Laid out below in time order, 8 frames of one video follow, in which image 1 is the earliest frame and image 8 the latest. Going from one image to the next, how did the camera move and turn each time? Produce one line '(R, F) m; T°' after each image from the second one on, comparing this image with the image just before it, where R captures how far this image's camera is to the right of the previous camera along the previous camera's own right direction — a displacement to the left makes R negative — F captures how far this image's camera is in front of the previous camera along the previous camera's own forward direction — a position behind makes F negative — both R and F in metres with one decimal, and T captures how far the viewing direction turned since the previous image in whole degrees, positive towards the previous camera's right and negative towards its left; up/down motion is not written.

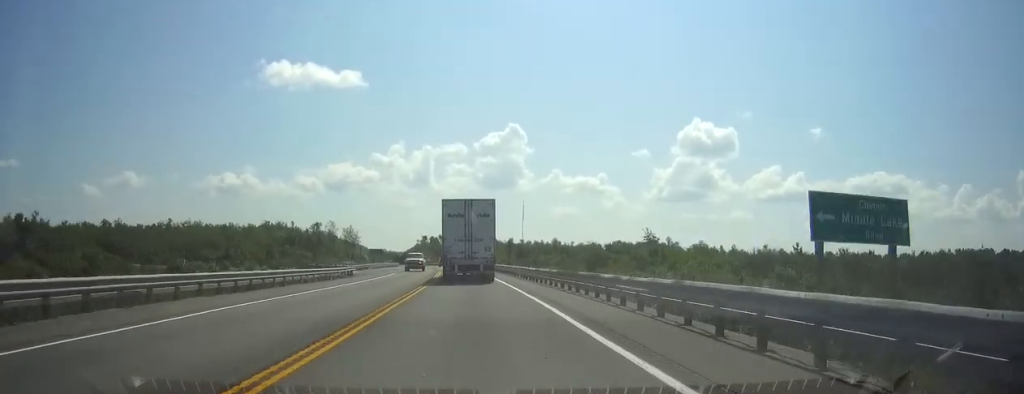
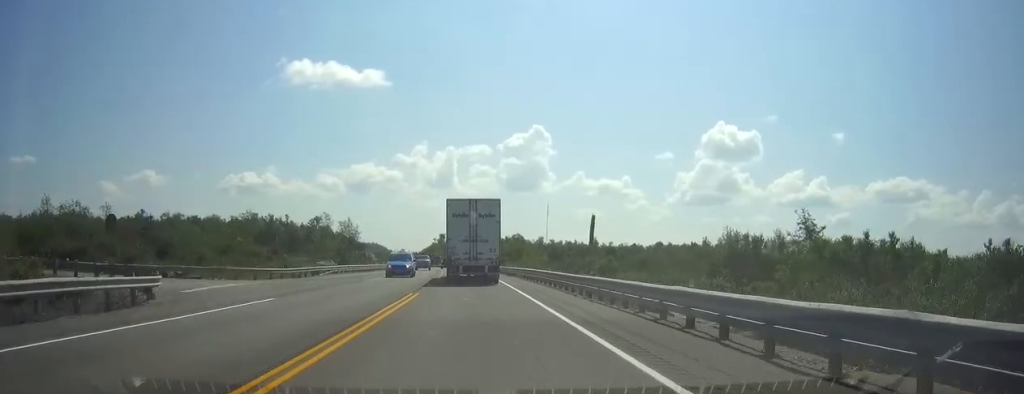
(-0.6, +42.4) m; -2°
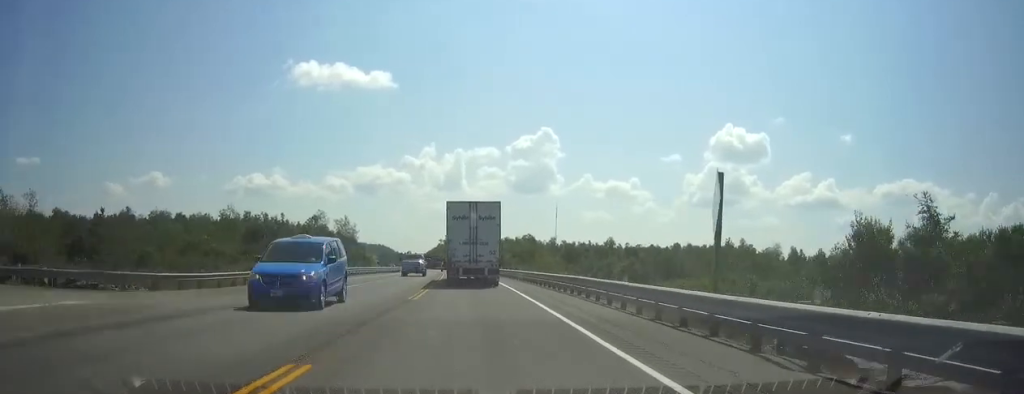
(-0.1, +16.5) m; -1°
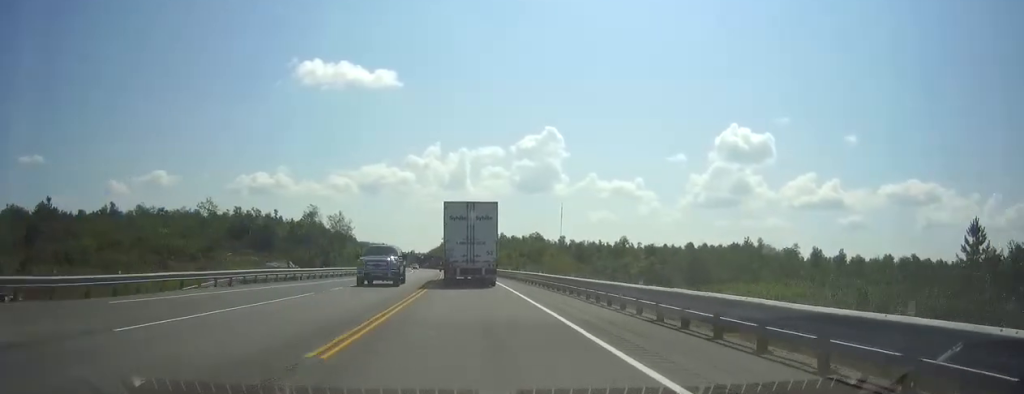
(-0.1, +13.7) m; -1°
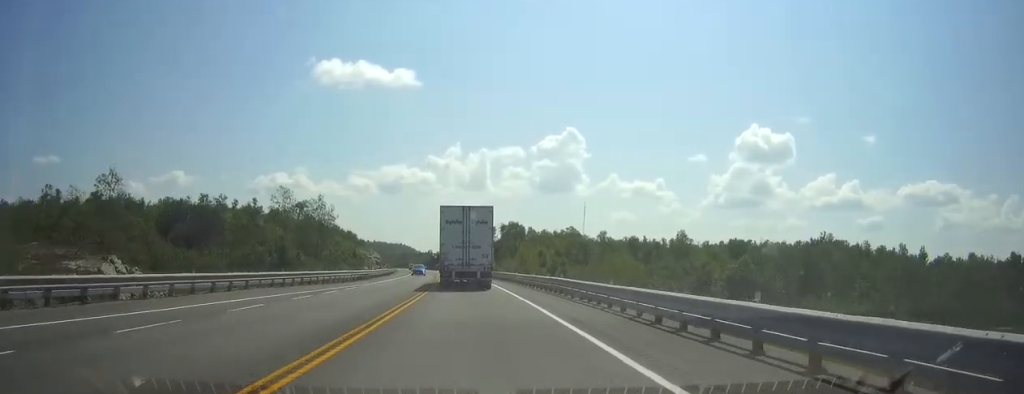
(-0.7, +41.9) m; -2°
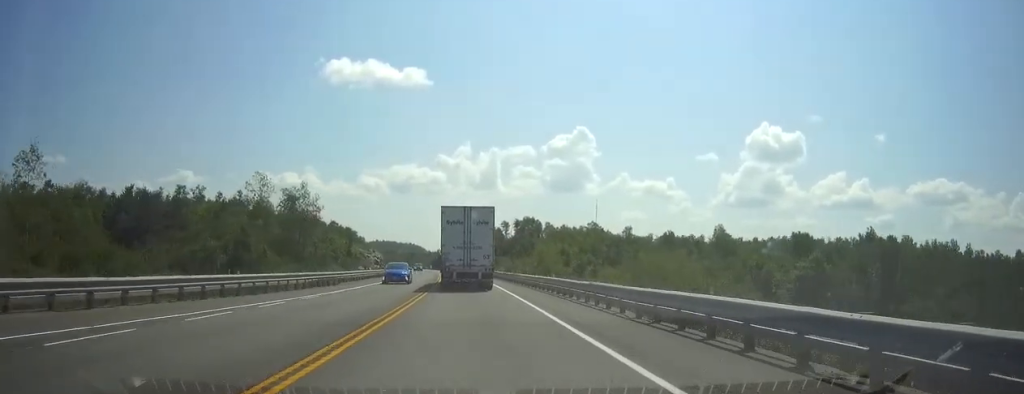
(-0.2, +20.1) m; -1°
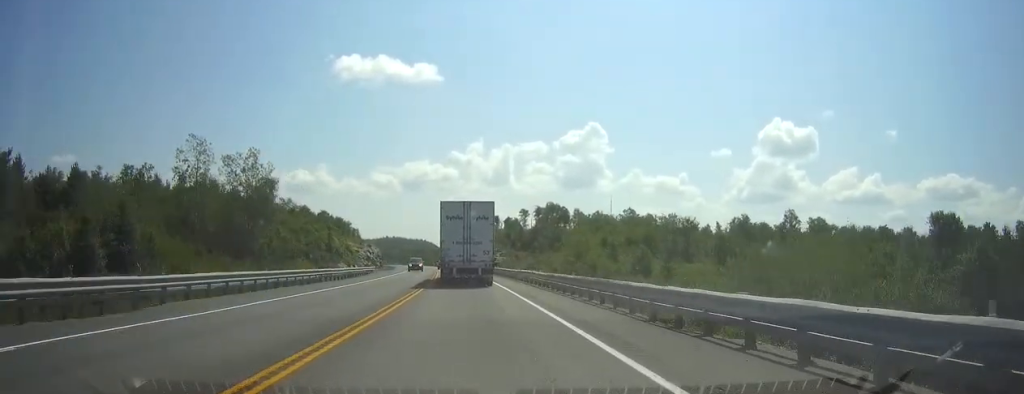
(-0.1, +30.3) m; -1°
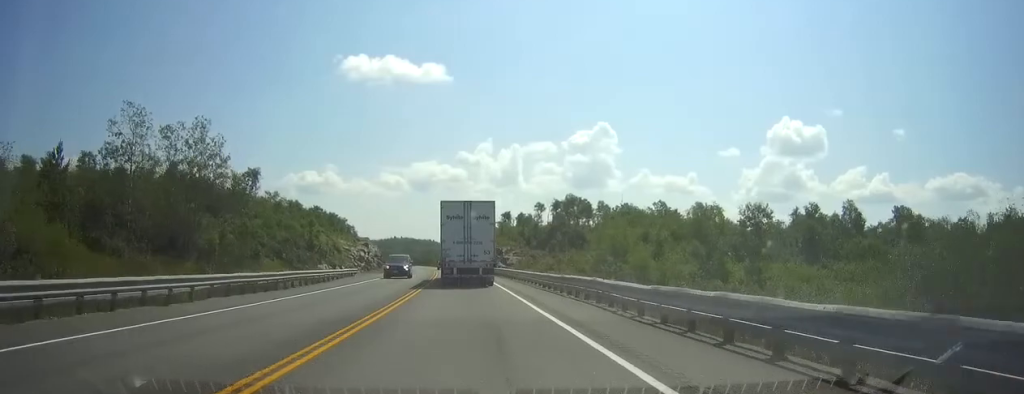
(-0.2, +18.5) m; -1°
